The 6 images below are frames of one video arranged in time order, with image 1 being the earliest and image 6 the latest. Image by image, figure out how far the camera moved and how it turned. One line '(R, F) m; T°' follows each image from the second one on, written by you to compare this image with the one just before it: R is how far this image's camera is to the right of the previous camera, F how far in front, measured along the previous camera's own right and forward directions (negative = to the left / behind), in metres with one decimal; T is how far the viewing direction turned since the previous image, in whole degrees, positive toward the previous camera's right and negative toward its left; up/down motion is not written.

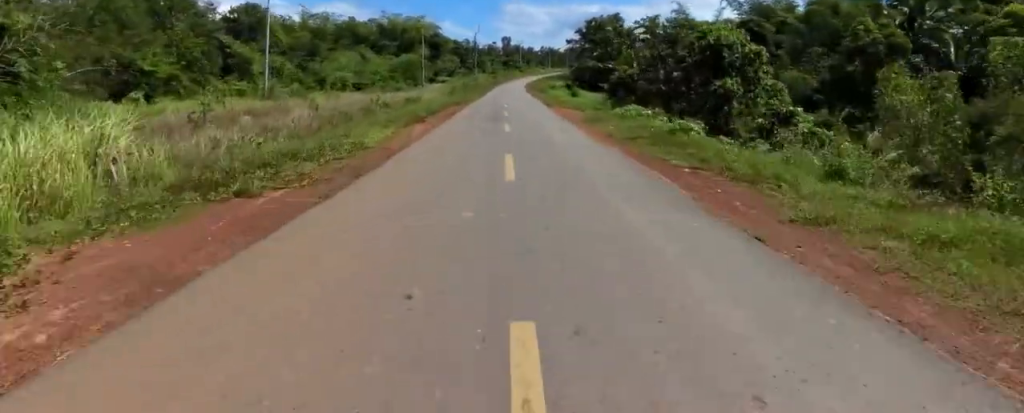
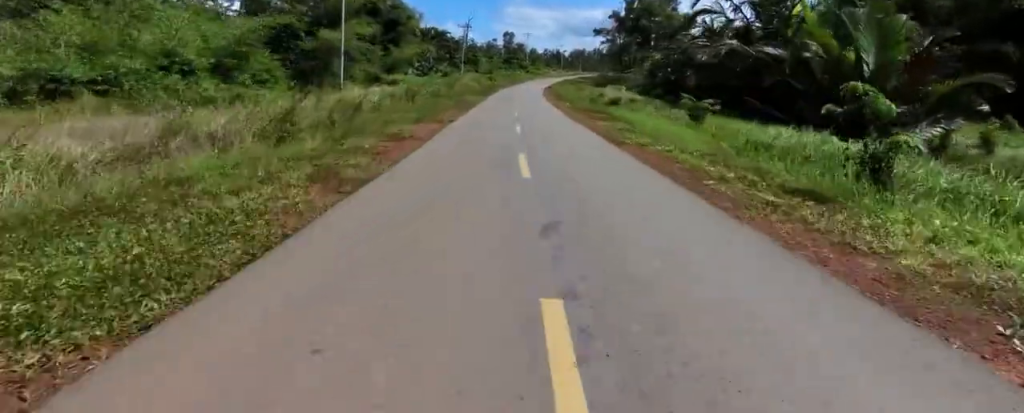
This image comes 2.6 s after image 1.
(+0.9, +47.5) m; 0°
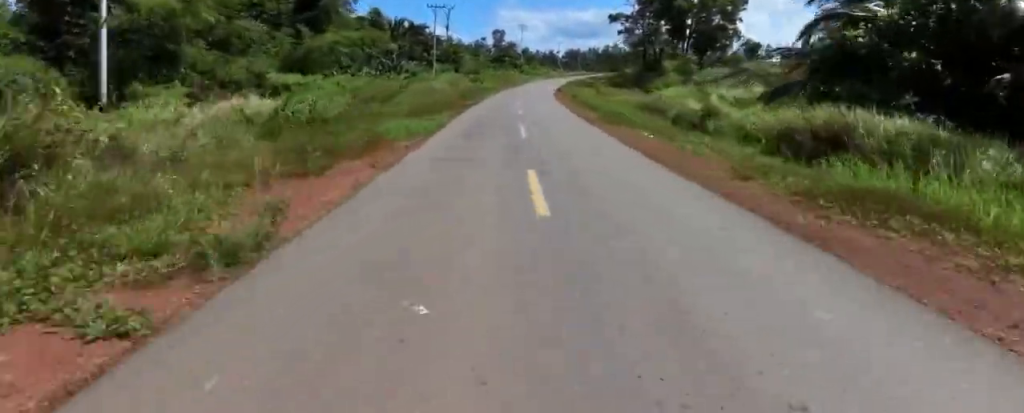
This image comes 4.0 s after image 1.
(0.0, +27.1) m; 0°
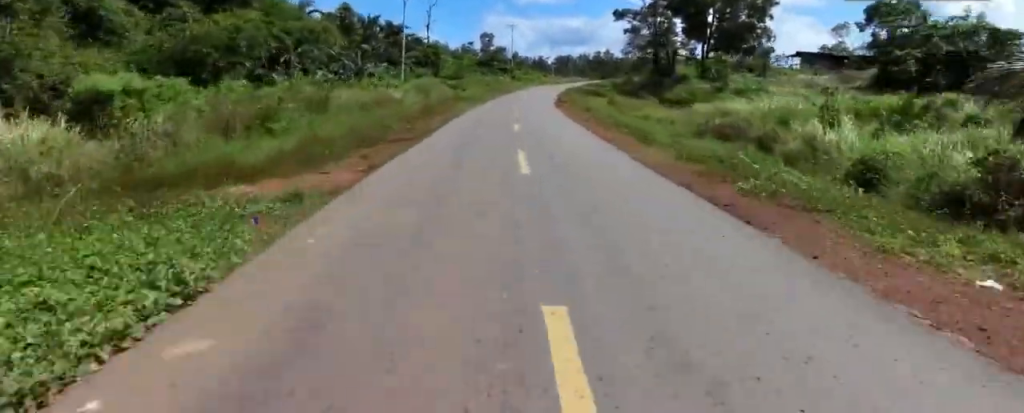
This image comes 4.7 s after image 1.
(0.0, +13.7) m; 0°
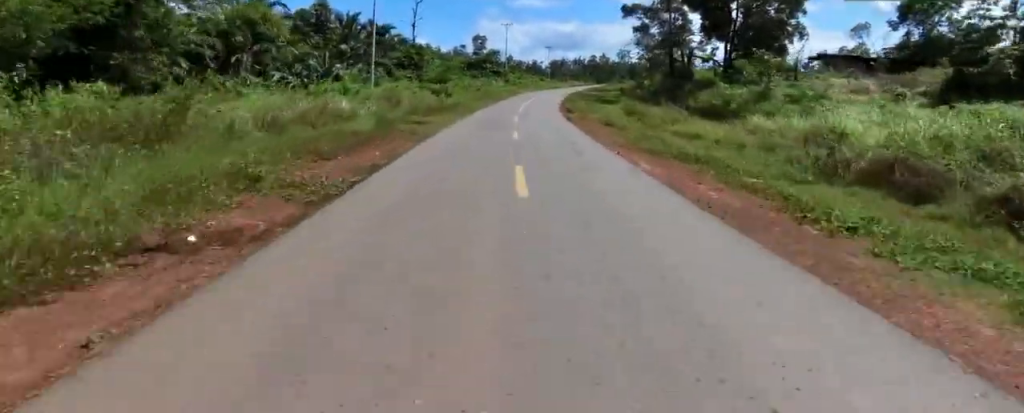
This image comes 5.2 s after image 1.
(0.0, +9.8) m; +2°
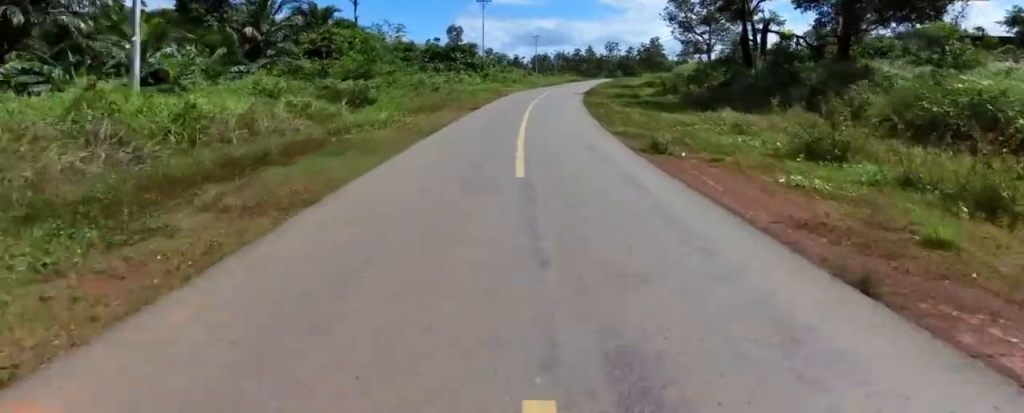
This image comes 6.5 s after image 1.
(+1.0, +24.8) m; +4°
